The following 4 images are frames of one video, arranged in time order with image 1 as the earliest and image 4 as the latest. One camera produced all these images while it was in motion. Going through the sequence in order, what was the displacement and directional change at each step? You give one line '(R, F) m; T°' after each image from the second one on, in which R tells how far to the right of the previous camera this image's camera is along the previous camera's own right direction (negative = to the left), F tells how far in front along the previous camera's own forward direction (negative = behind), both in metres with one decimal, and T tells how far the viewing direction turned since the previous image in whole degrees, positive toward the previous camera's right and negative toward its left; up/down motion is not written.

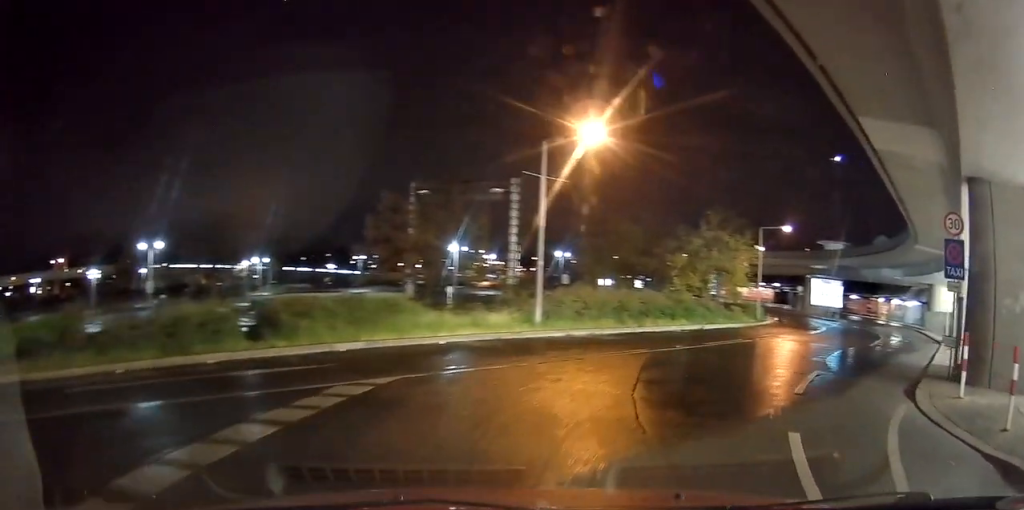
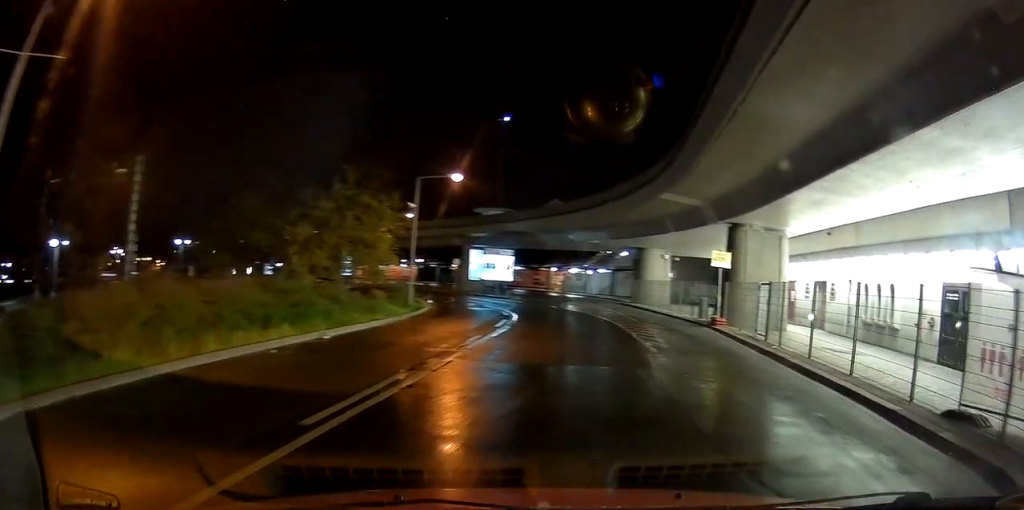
(+5.3, +9.7) m; +74°
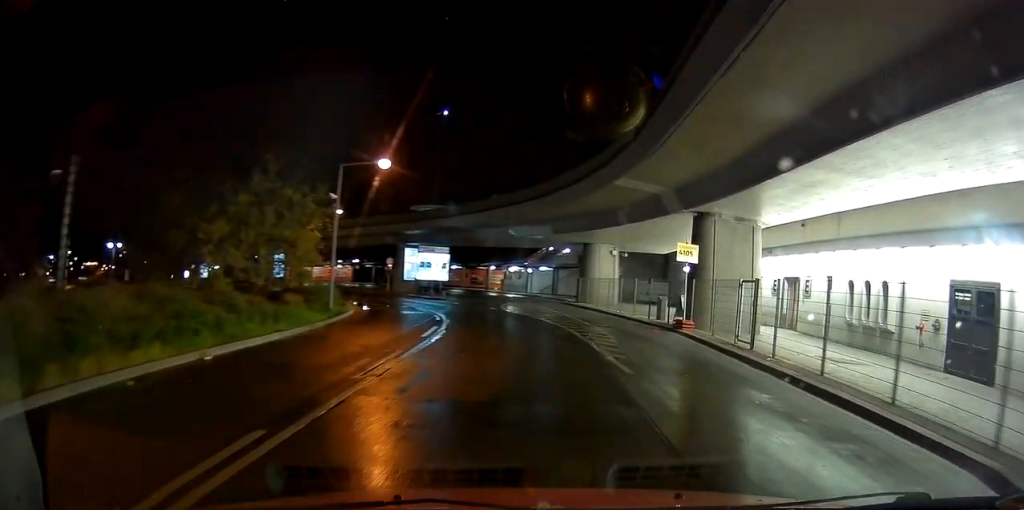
(+0.6, +3.4) m; +6°
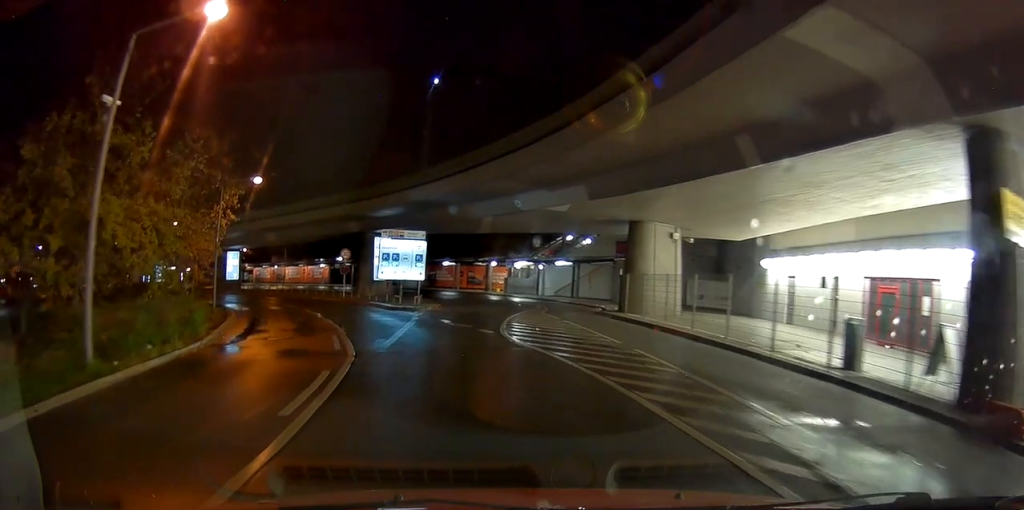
(-2.9, +15.9) m; -16°
